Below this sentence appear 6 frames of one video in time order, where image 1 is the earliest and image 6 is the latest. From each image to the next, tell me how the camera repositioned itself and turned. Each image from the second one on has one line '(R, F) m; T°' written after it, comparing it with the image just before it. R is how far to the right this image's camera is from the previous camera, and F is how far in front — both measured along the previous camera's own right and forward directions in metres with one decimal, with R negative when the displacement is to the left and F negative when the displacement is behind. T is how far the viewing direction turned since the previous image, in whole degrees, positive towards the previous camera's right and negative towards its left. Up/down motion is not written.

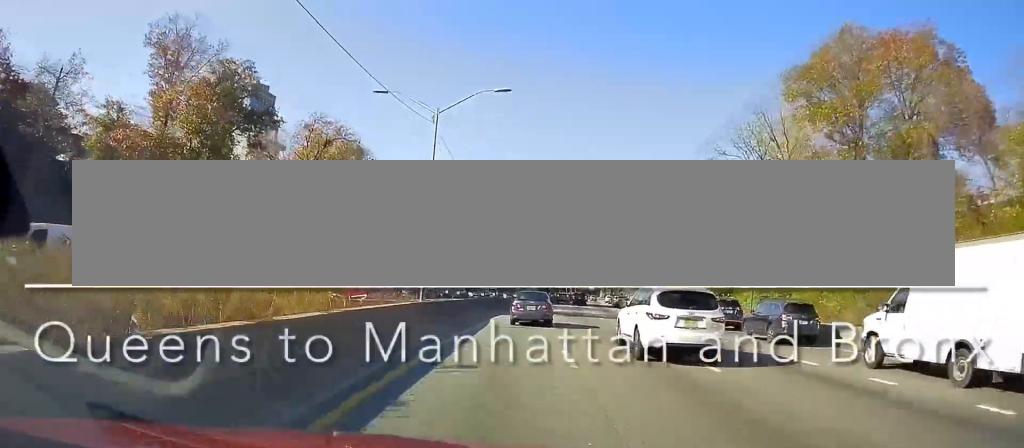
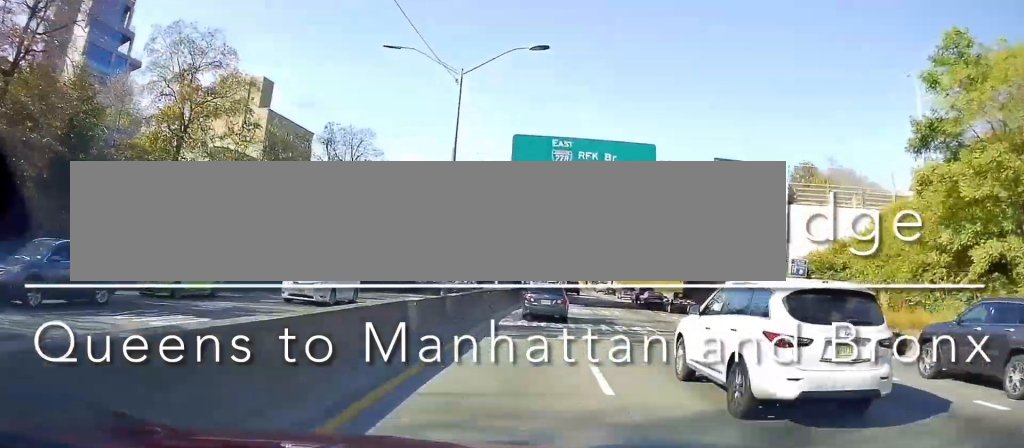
(-0.9, +40.4) m; -1°
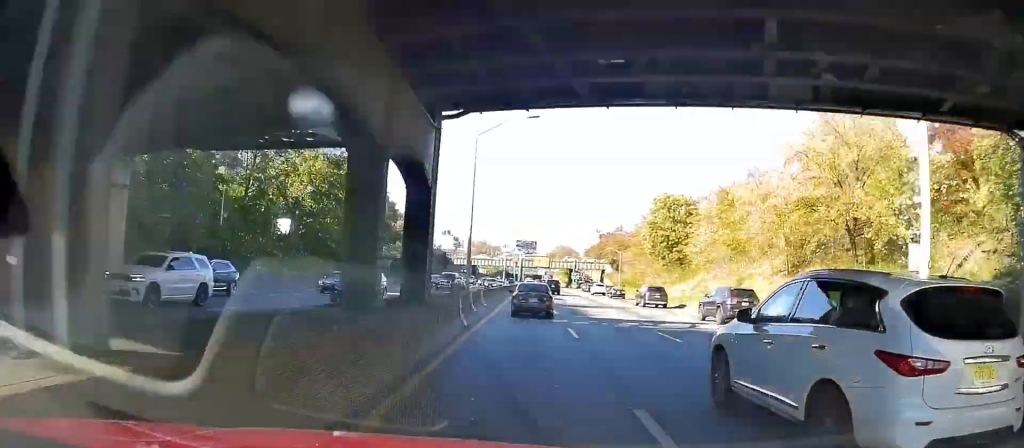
(+1.1, +42.7) m; +5°
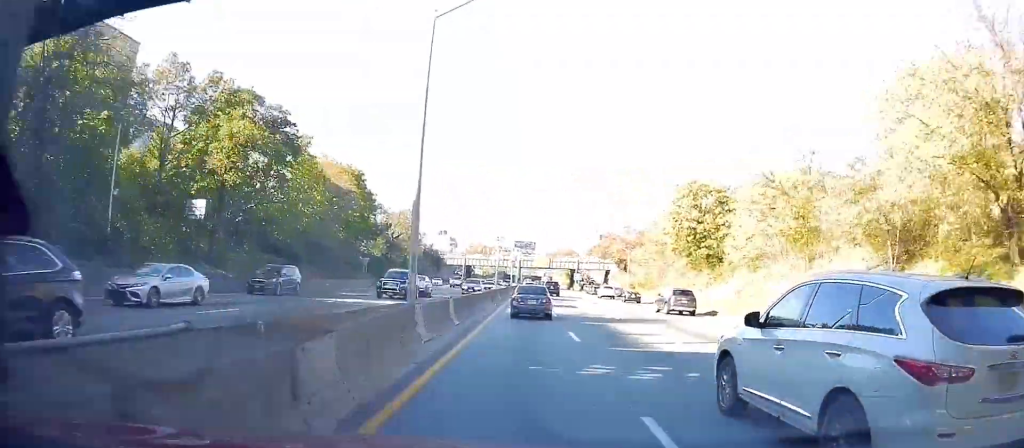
(+0.3, +12.9) m; +1°
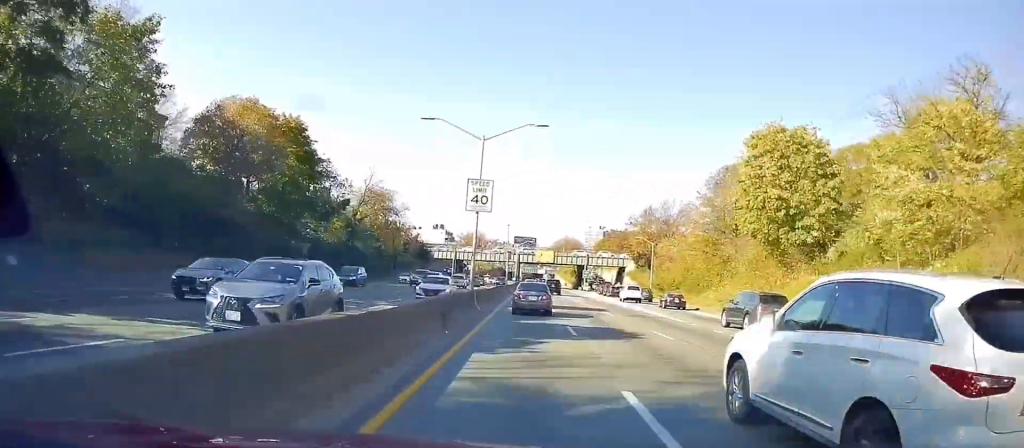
(0.0, +22.8) m; -1°
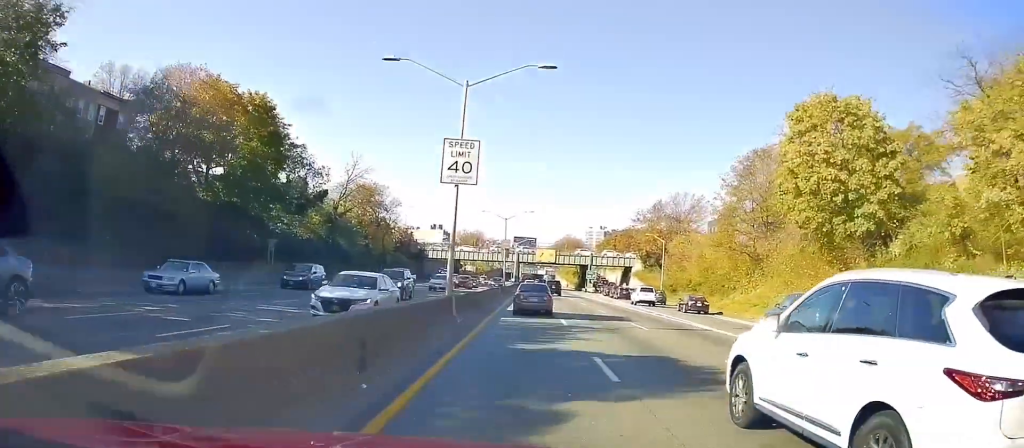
(-0.1, +8.0) m; -1°
